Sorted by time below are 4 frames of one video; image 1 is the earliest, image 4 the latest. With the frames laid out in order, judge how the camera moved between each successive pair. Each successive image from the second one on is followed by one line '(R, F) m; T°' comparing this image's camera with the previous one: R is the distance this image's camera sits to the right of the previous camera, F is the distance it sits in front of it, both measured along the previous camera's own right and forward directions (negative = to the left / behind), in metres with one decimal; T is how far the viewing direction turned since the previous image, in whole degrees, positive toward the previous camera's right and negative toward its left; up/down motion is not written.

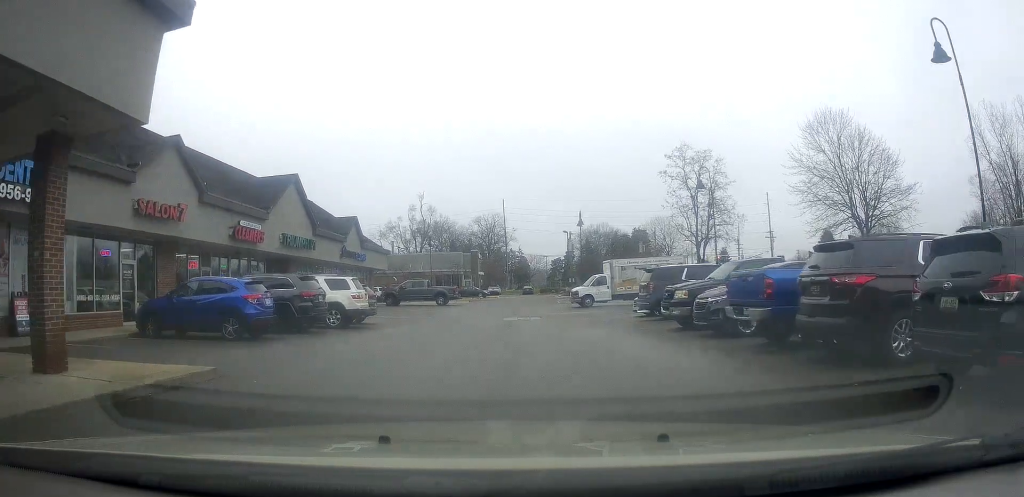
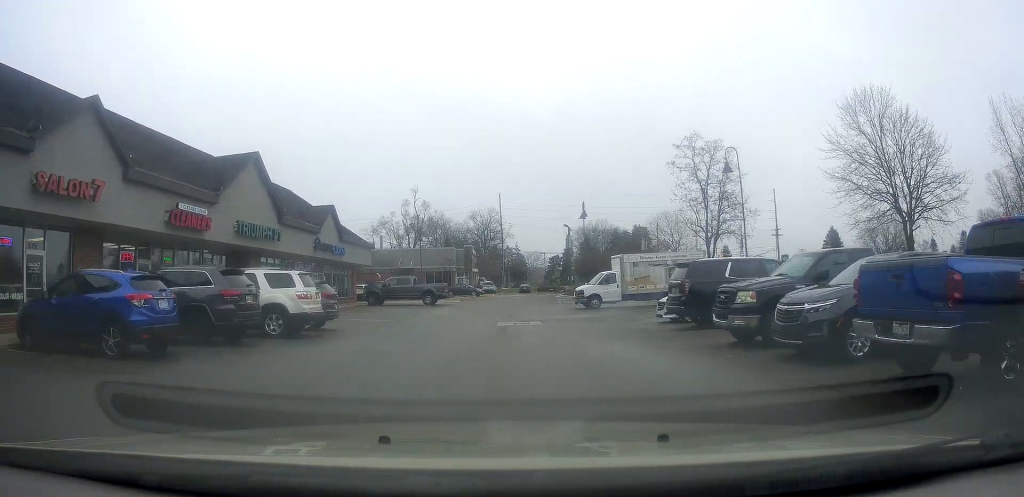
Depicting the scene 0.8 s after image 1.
(0.0, +4.9) m; 0°
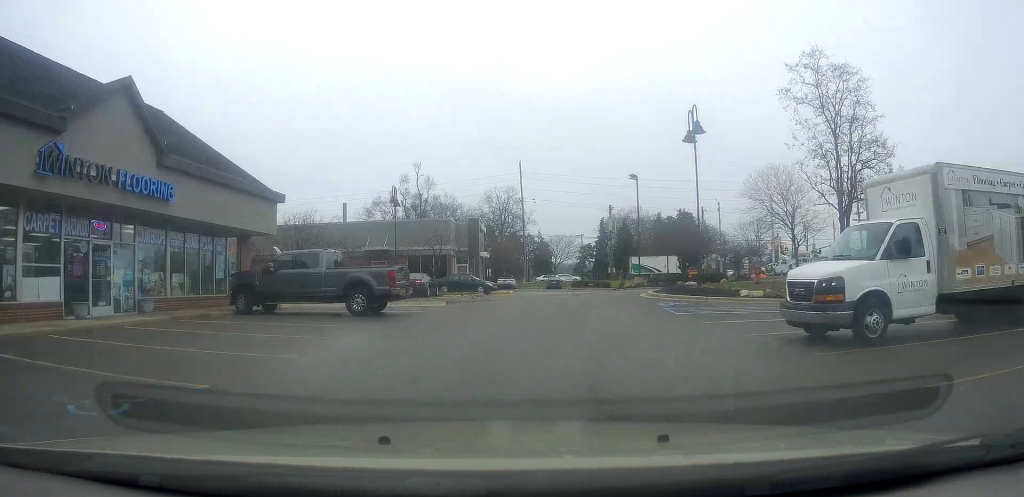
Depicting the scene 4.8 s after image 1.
(-4.2, +23.8) m; -17°
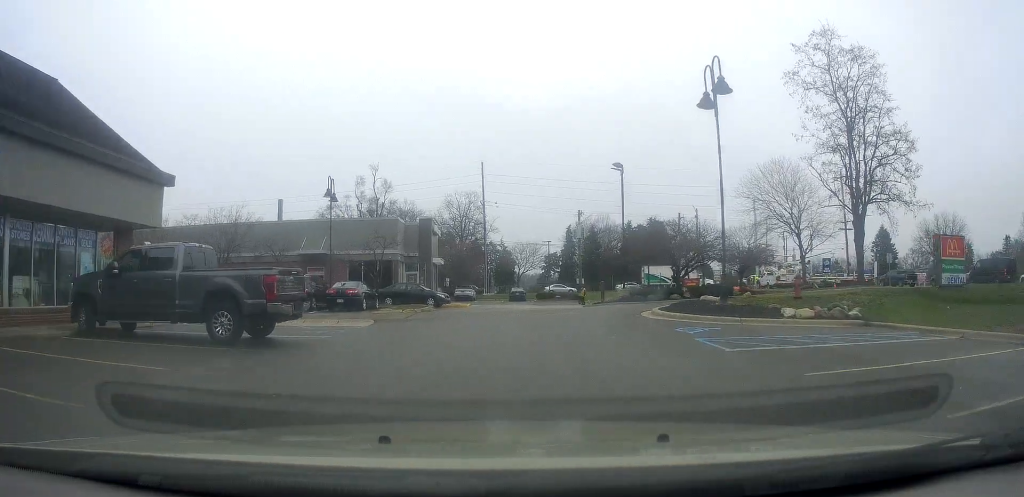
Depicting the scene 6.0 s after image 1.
(+0.6, +6.8) m; +9°
